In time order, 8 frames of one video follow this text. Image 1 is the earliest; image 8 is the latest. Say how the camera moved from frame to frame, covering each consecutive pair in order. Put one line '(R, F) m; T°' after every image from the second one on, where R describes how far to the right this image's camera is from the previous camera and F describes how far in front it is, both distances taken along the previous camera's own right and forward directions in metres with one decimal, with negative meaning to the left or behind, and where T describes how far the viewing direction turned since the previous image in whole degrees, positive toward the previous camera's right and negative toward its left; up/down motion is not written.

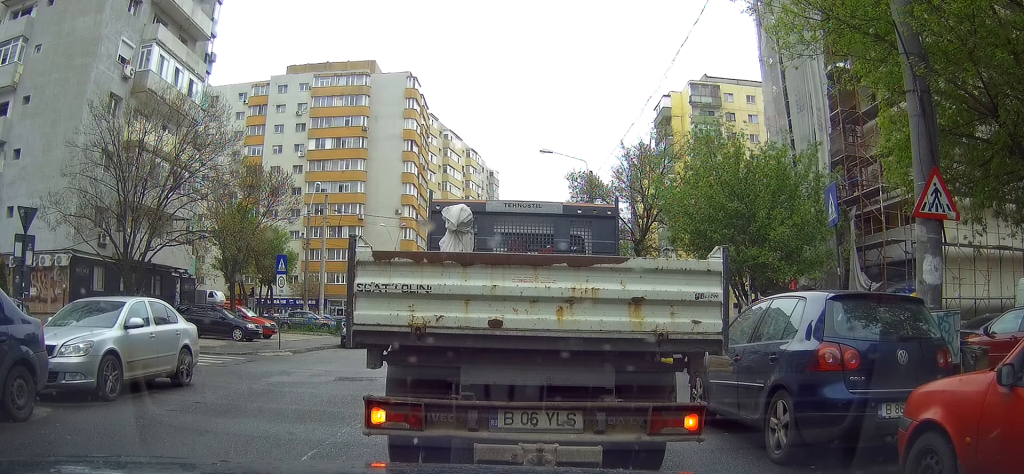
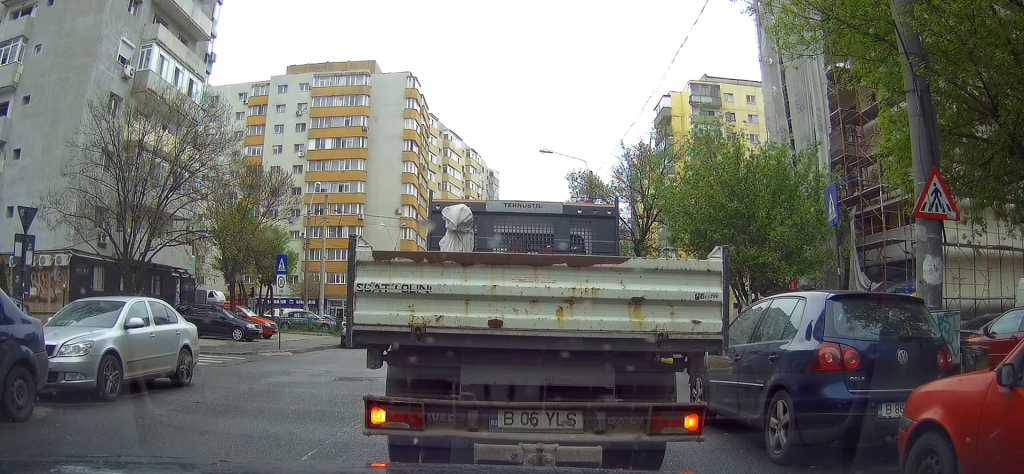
(0.0, 0.0) m; 0°
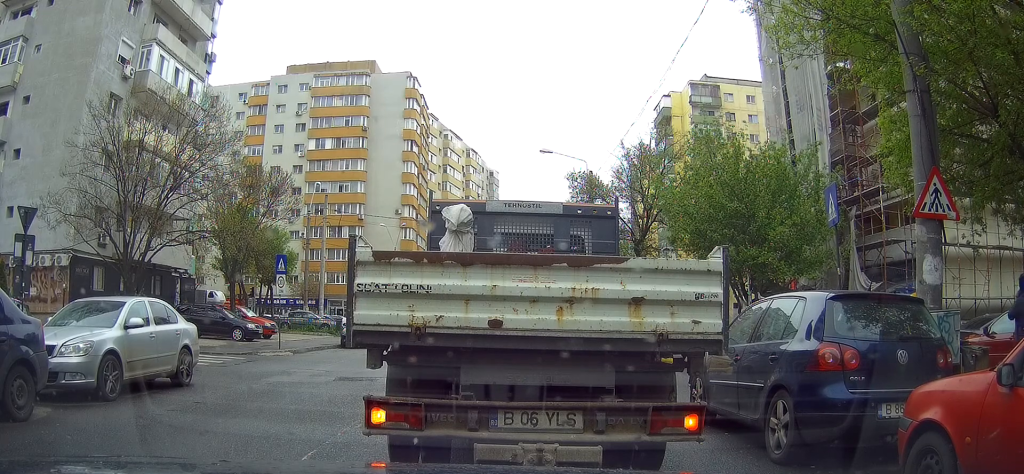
(0.0, 0.0) m; 0°
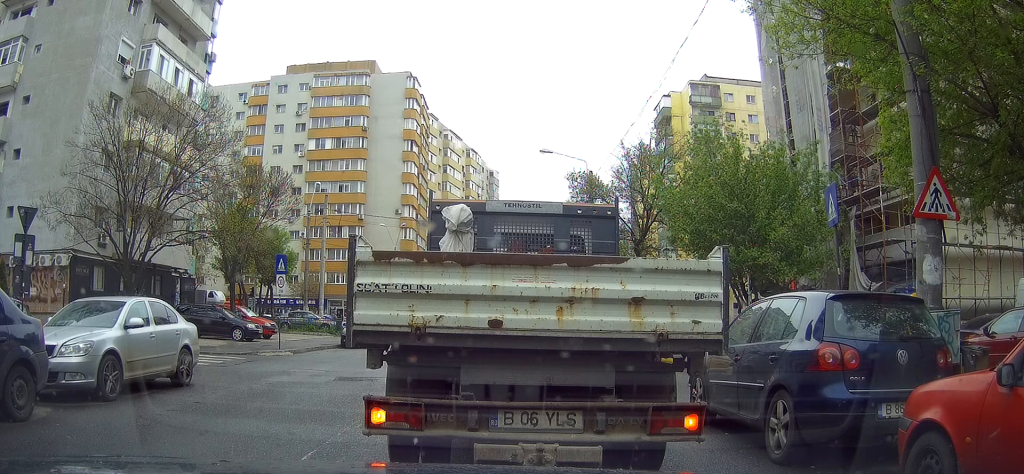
(0.0, 0.0) m; 0°
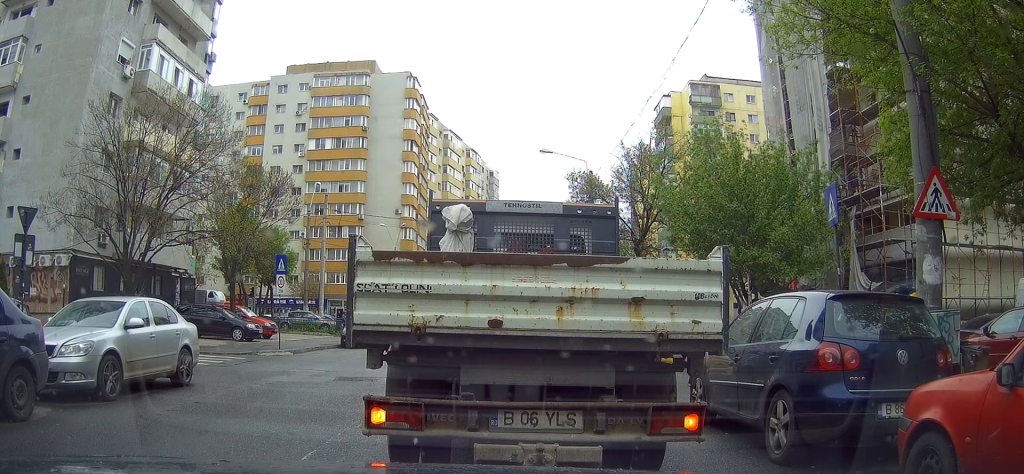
(0.0, 0.0) m; 0°
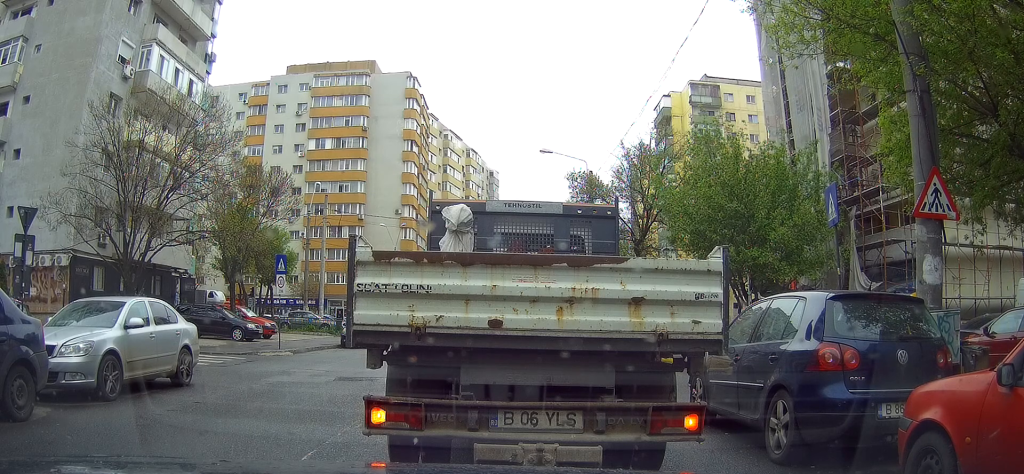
(0.0, 0.0) m; 0°
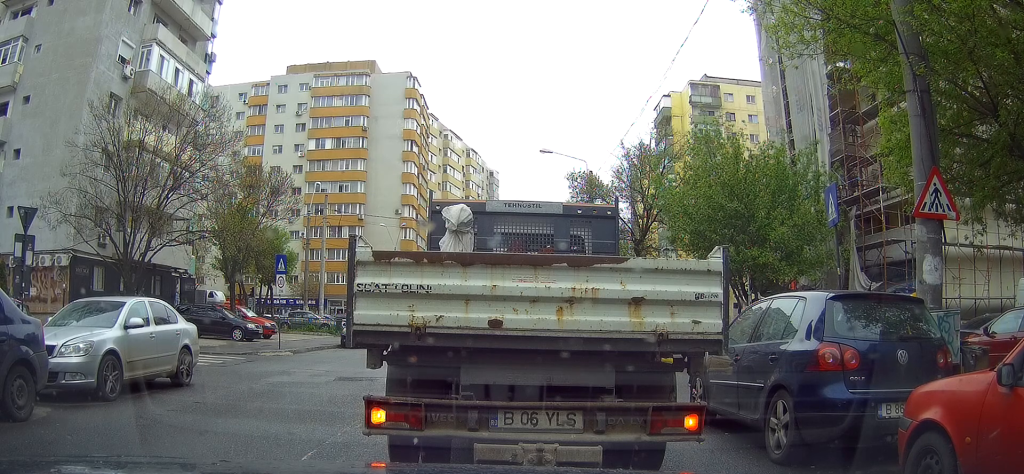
(0.0, 0.0) m; 0°
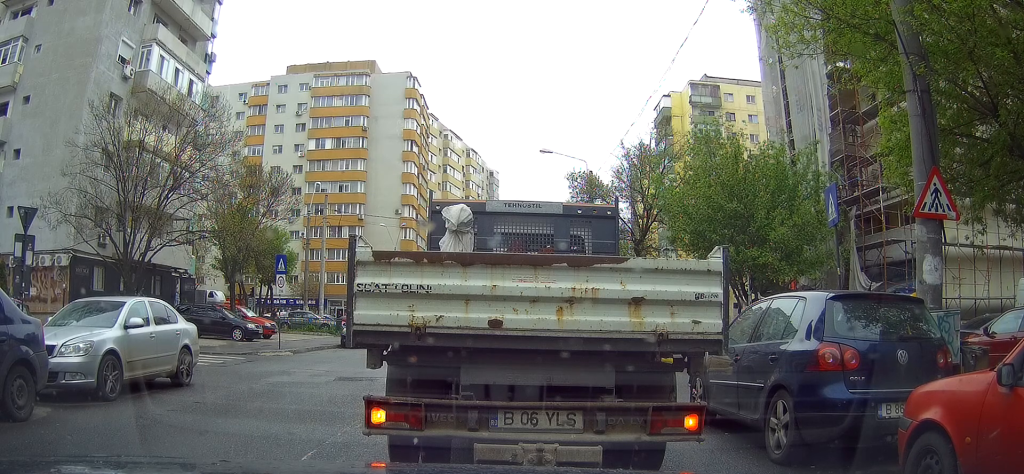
(0.0, 0.0) m; 0°
